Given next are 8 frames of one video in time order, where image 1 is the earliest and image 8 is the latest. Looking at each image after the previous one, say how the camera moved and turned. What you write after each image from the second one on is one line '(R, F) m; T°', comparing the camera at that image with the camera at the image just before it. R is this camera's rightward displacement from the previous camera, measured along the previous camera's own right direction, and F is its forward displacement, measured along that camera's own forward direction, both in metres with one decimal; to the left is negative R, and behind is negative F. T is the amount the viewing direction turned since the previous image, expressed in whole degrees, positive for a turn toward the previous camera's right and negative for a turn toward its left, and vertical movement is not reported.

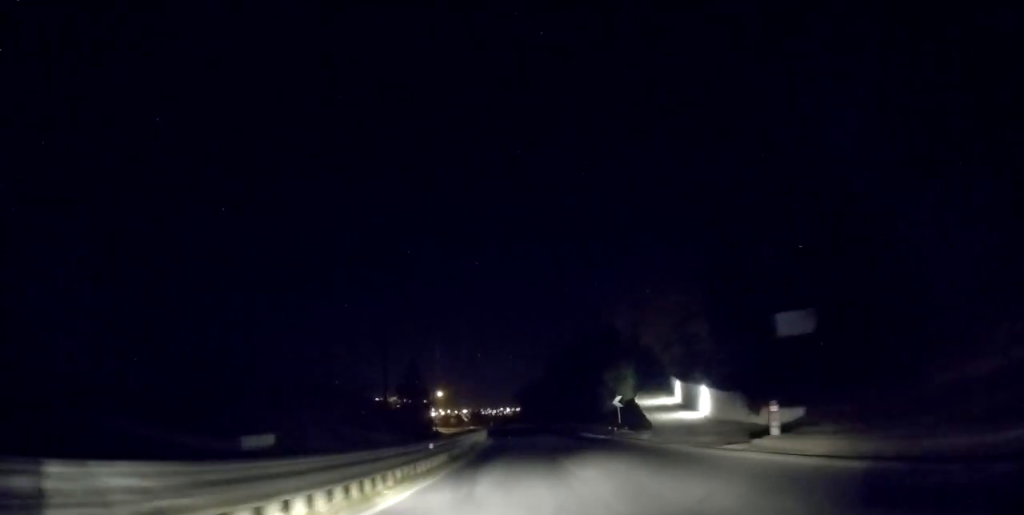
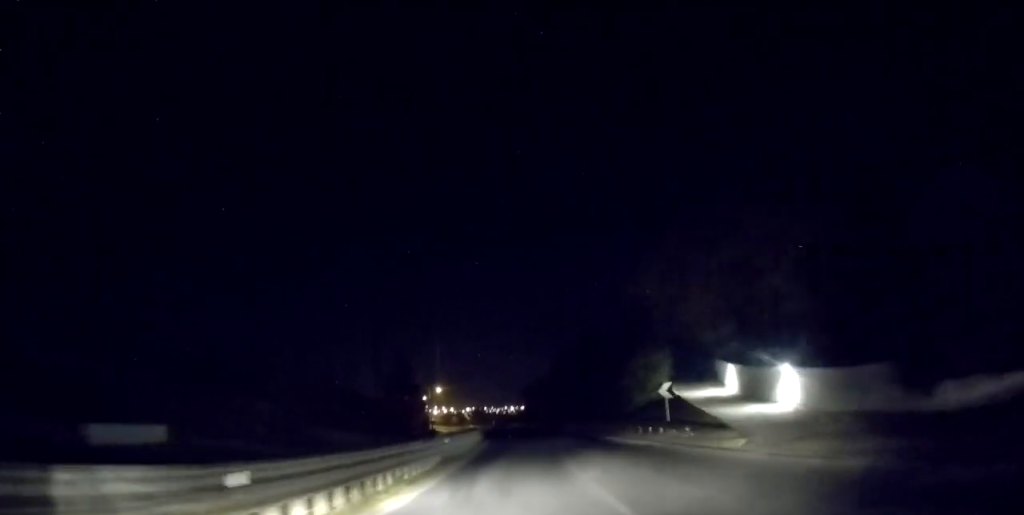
(-0.2, +10.4) m; 0°
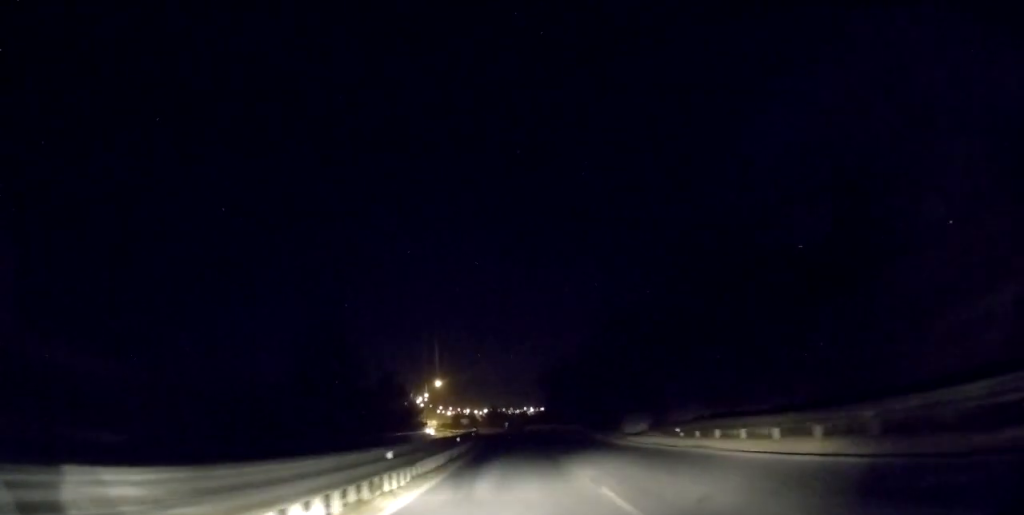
(-0.2, +34.4) m; -2°
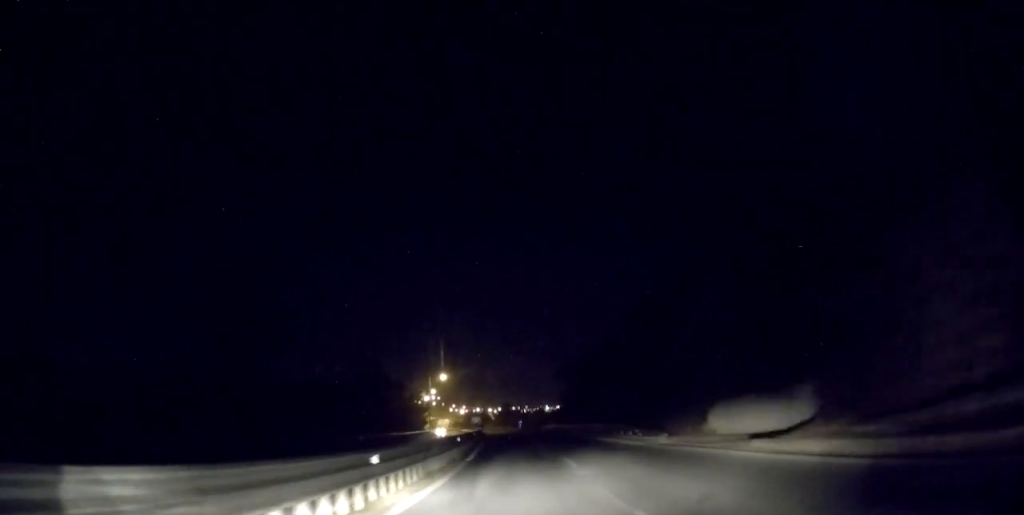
(-0.4, +15.2) m; -1°
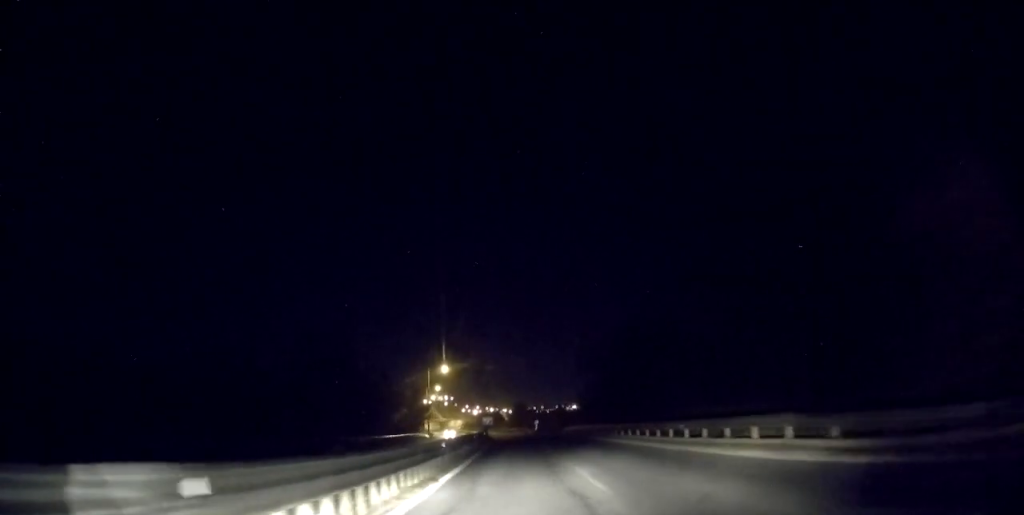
(-0.3, +19.3) m; -2°
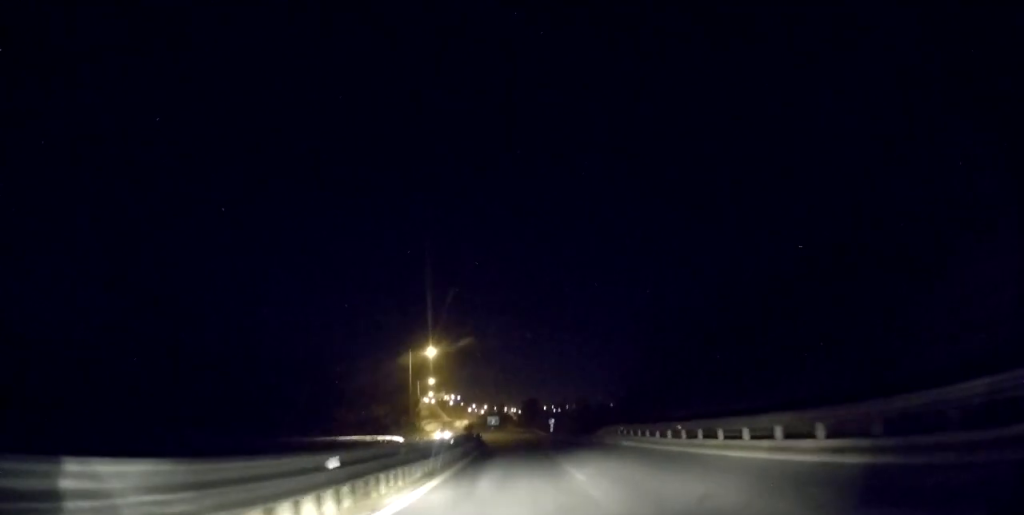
(-0.3, +23.8) m; -2°
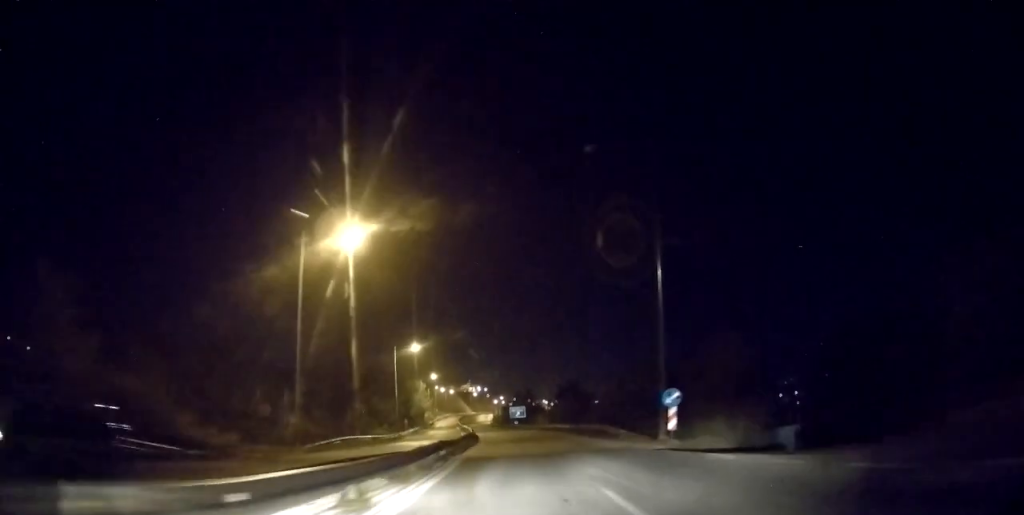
(-0.7, +45.5) m; -3°
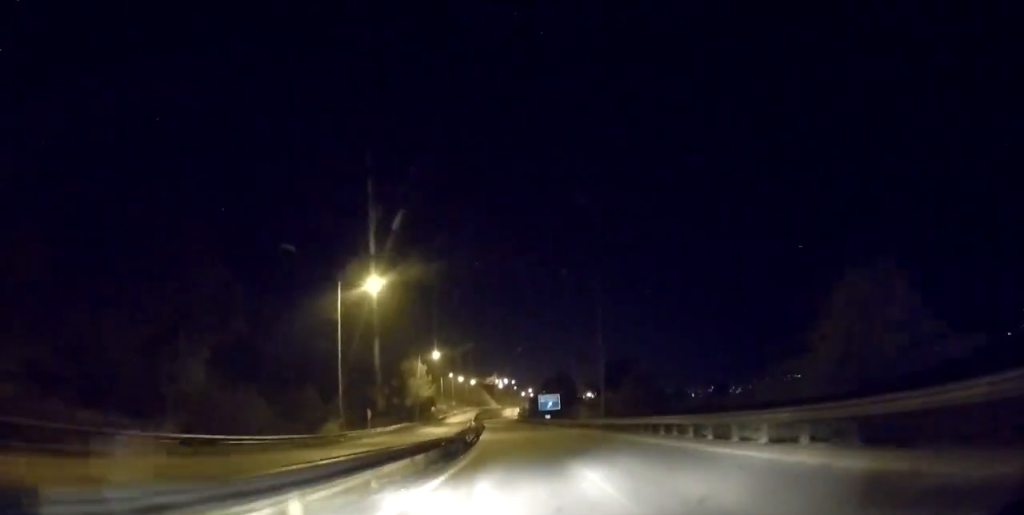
(-1.2, +33.3) m; -3°
